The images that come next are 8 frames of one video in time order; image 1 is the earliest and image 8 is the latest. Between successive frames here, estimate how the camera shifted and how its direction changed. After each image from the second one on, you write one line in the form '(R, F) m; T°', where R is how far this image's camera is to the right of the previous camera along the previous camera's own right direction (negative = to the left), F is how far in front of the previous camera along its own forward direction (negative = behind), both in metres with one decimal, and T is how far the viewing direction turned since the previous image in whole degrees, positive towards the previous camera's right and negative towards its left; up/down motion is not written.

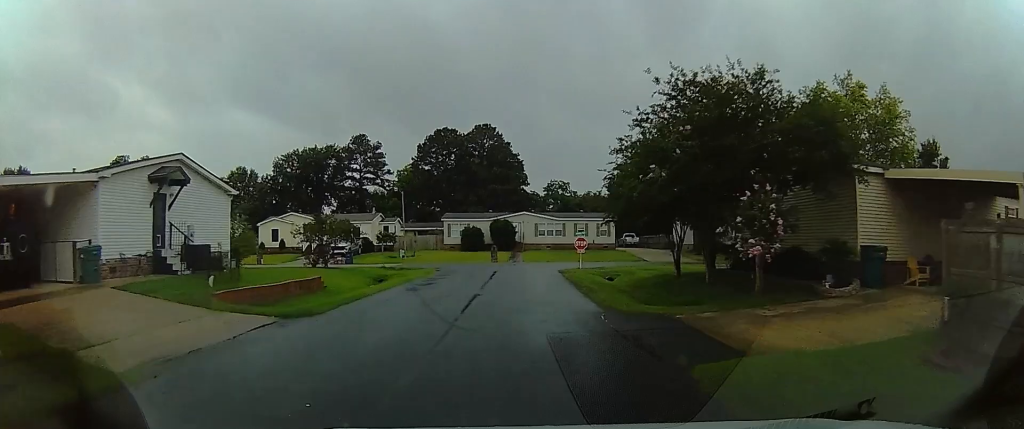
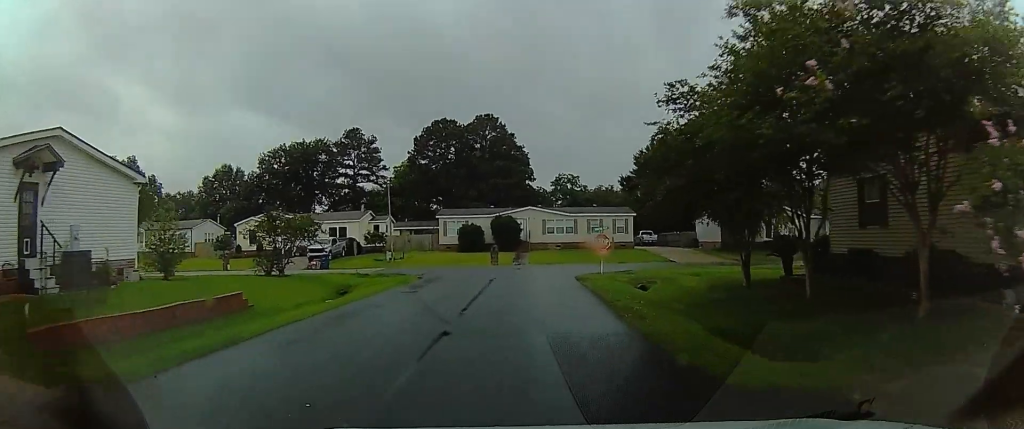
(0.0, +7.6) m; 0°
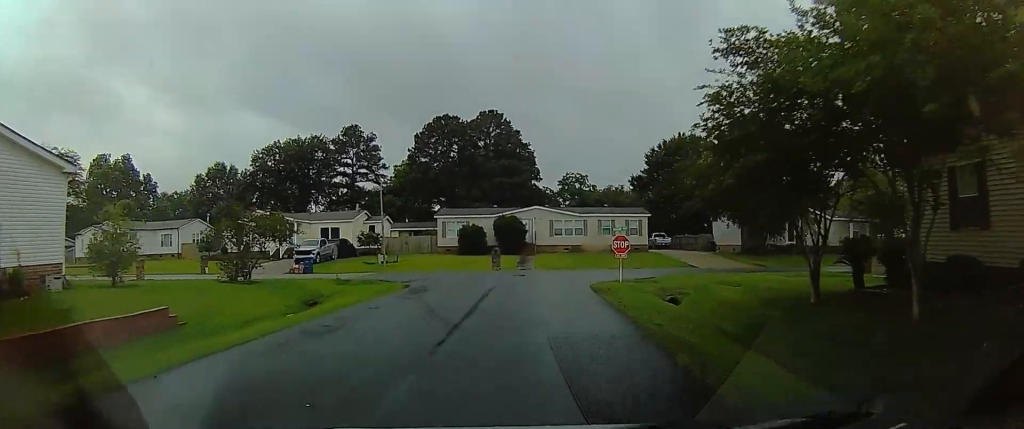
(0.0, +4.4) m; 0°
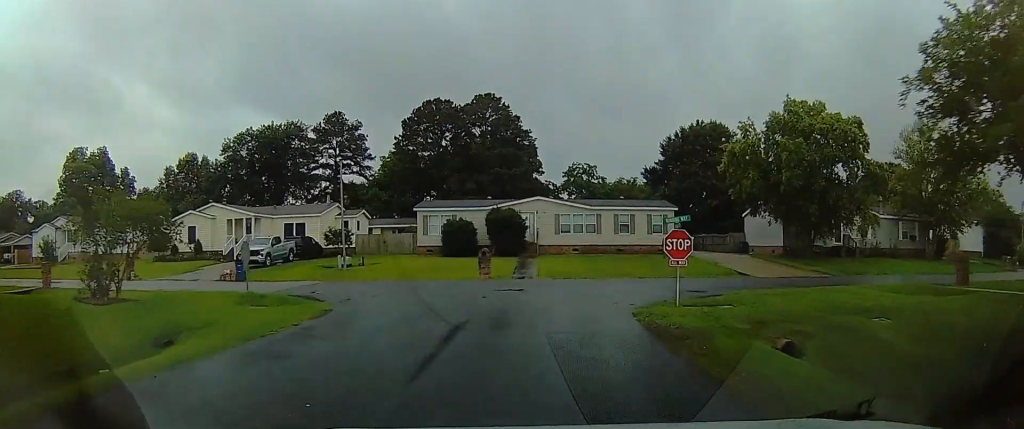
(0.0, +10.2) m; 0°
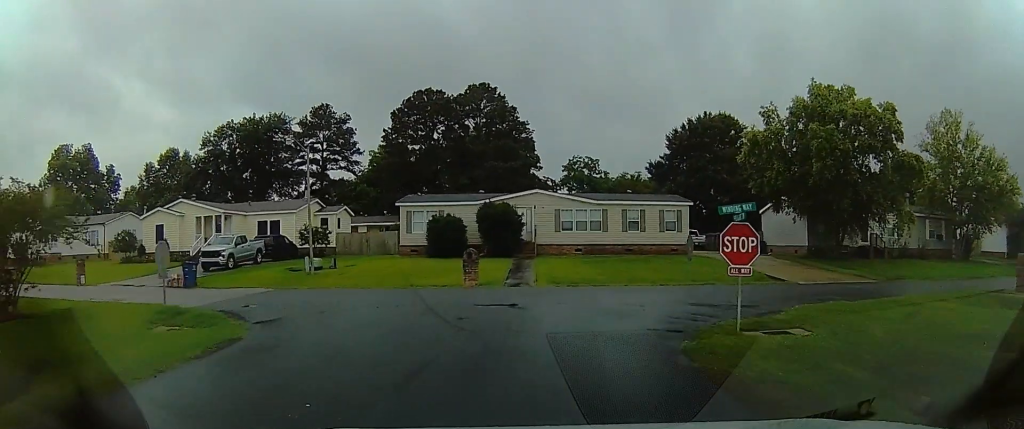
(0.0, +5.6) m; 0°
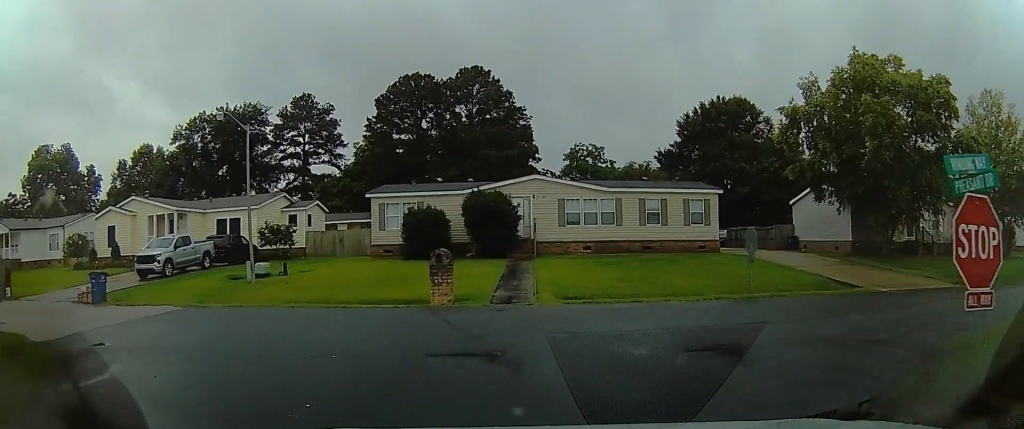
(0.0, +7.8) m; +1°
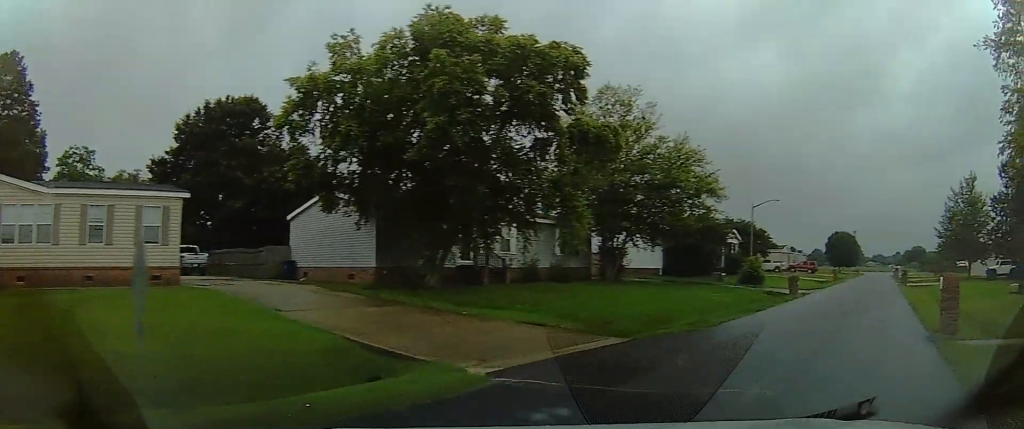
(+3.0, +9.7) m; +67°
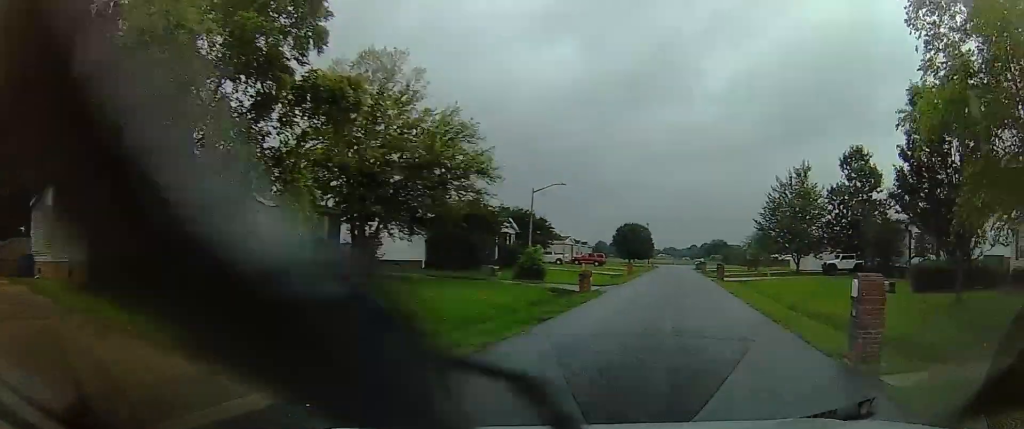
(+1.3, +4.3) m; +8°
